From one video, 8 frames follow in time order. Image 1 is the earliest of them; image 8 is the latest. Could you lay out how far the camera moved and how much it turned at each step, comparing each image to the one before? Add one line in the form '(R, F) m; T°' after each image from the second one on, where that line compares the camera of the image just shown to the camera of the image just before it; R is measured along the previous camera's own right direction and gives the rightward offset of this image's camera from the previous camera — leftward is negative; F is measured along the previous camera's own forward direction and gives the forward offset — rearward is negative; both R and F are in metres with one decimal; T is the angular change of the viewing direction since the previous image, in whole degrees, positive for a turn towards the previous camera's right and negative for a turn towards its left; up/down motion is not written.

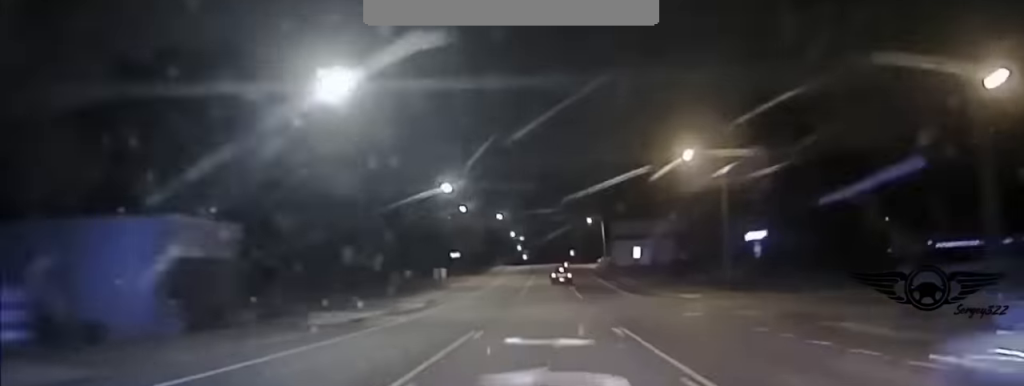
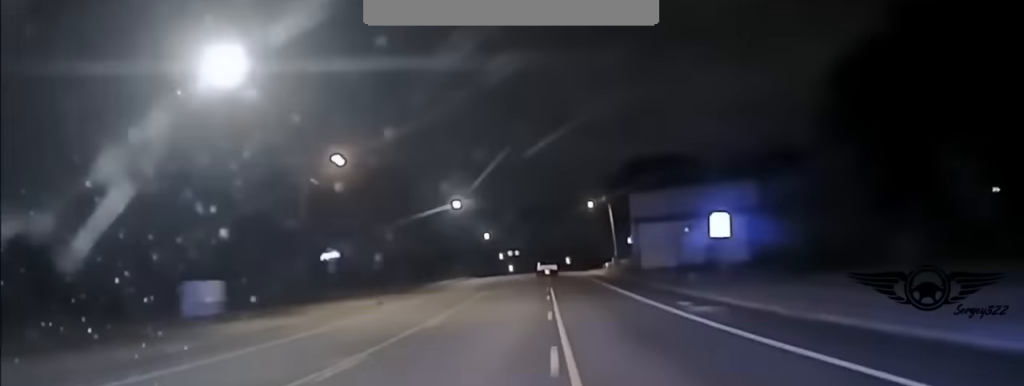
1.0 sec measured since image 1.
(+0.4, +57.5) m; 0°
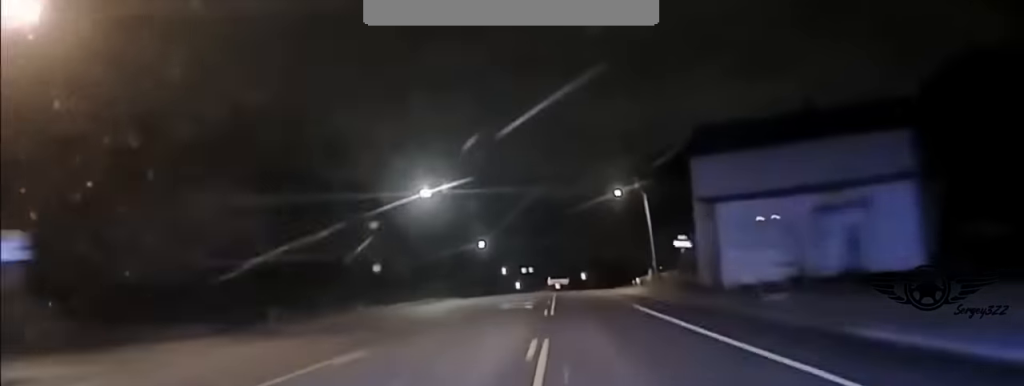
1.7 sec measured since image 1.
(0.0, +35.4) m; 0°
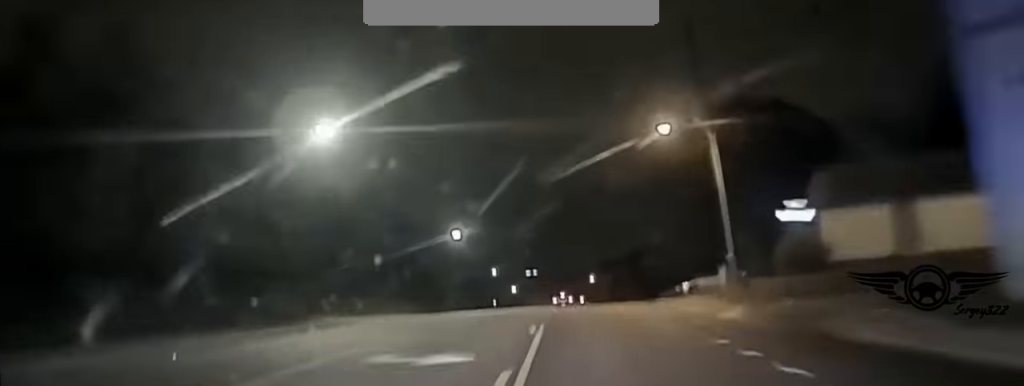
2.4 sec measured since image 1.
(0.0, +33.6) m; 0°
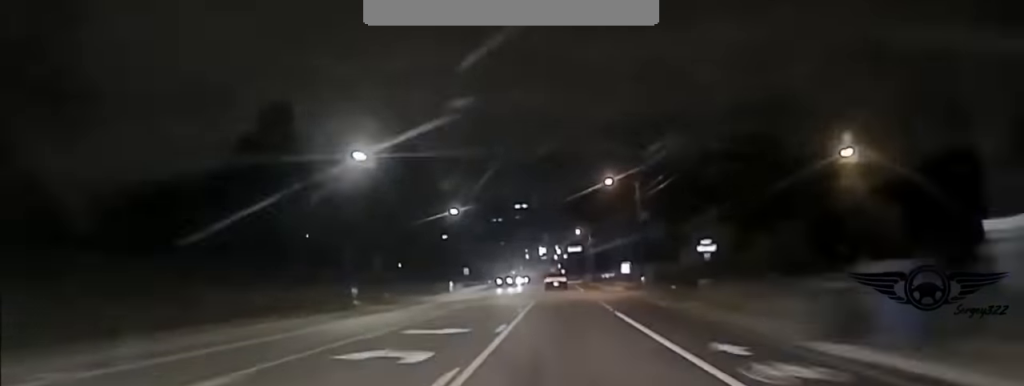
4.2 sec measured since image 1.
(-0.4, +82.5) m; -1°
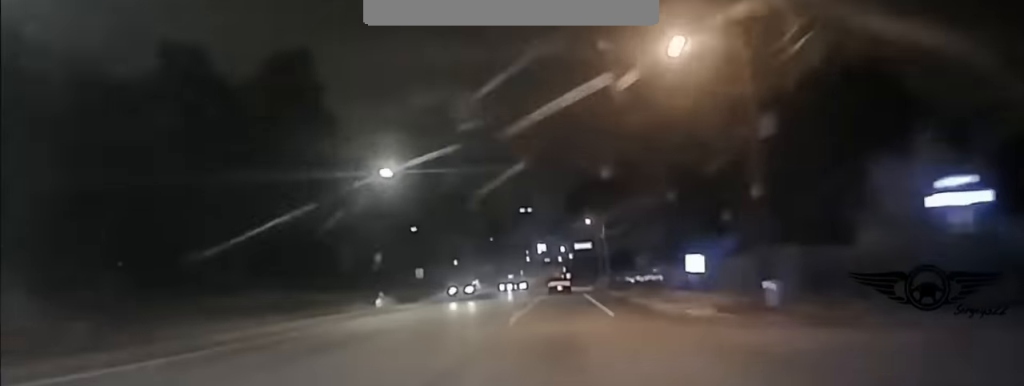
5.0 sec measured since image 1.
(0.0, +39.6) m; 0°
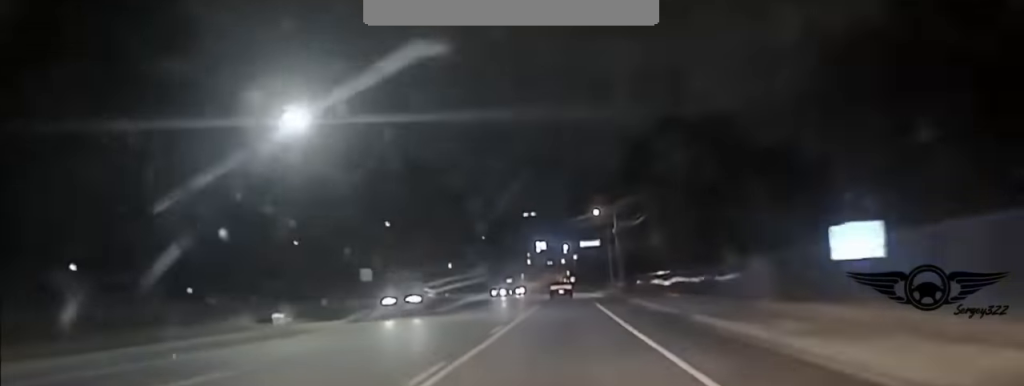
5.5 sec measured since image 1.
(0.0, +20.8) m; 0°
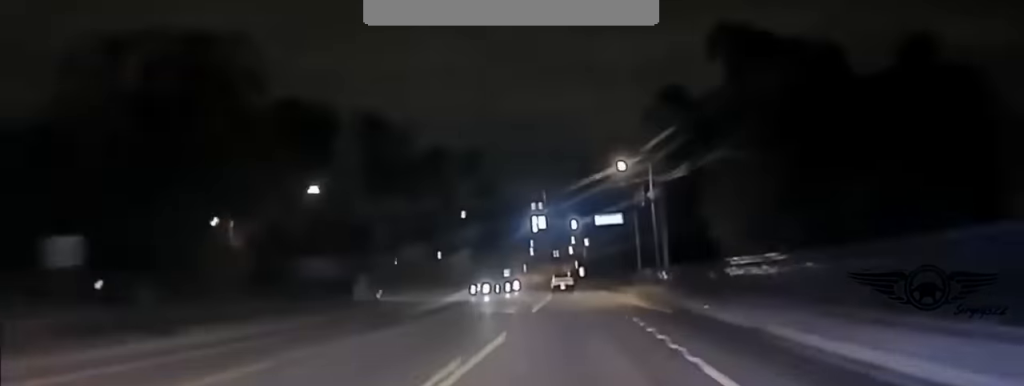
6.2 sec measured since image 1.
(-0.1, +37.0) m; -1°
